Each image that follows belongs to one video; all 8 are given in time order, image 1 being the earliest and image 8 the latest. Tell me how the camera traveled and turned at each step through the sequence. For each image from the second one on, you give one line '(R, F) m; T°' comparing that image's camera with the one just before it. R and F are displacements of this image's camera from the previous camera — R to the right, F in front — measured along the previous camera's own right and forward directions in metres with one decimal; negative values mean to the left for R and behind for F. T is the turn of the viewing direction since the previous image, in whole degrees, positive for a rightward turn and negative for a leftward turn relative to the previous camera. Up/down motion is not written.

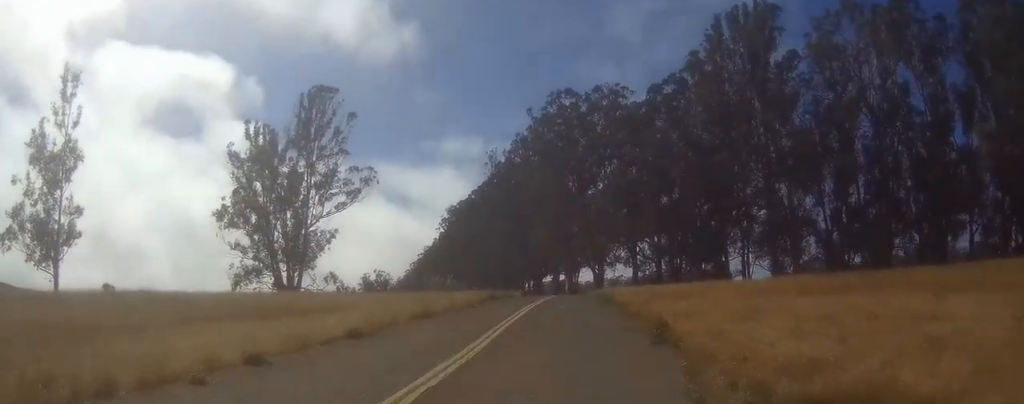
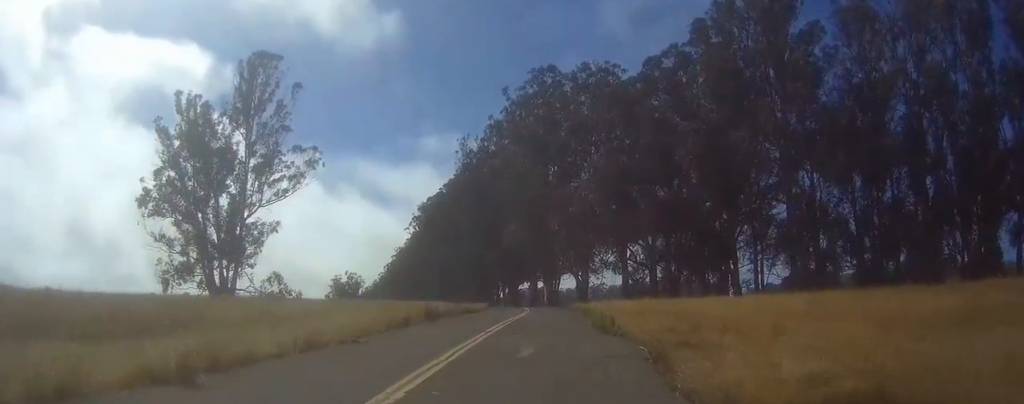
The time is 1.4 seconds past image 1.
(0.0, +14.5) m; 0°
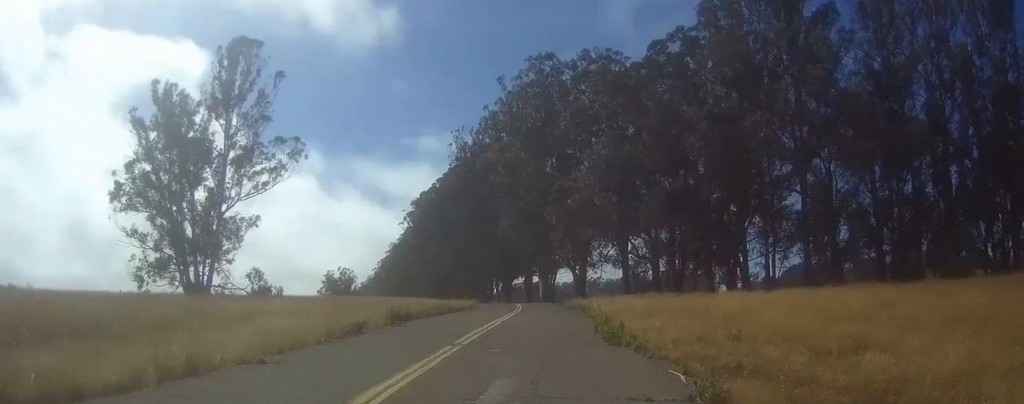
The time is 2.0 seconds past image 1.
(+0.1, +5.3) m; 0°
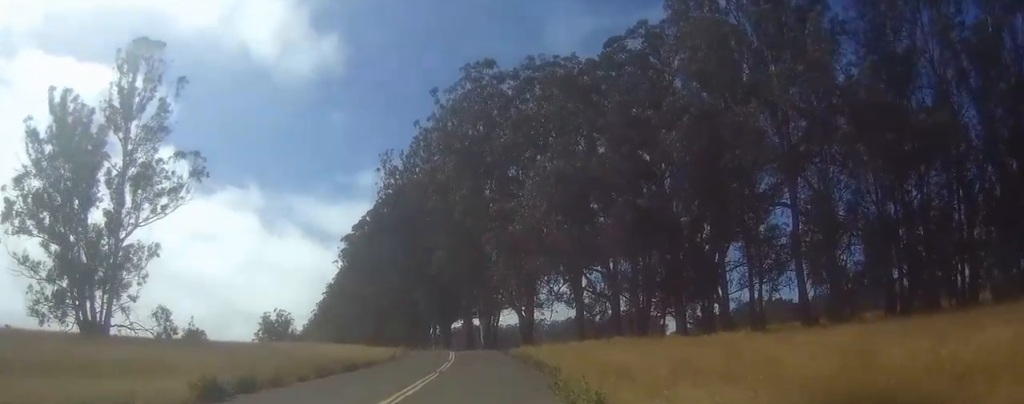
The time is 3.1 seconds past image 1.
(-0.2, +11.4) m; -1°
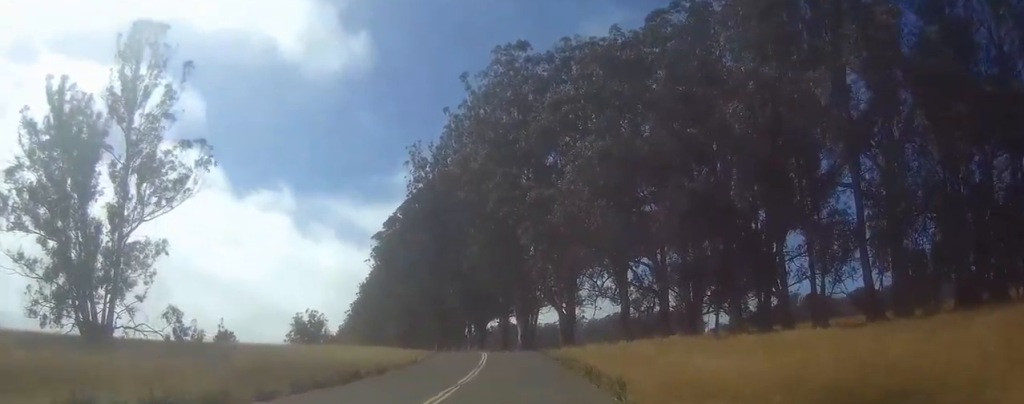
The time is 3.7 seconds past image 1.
(0.0, +5.8) m; 0°
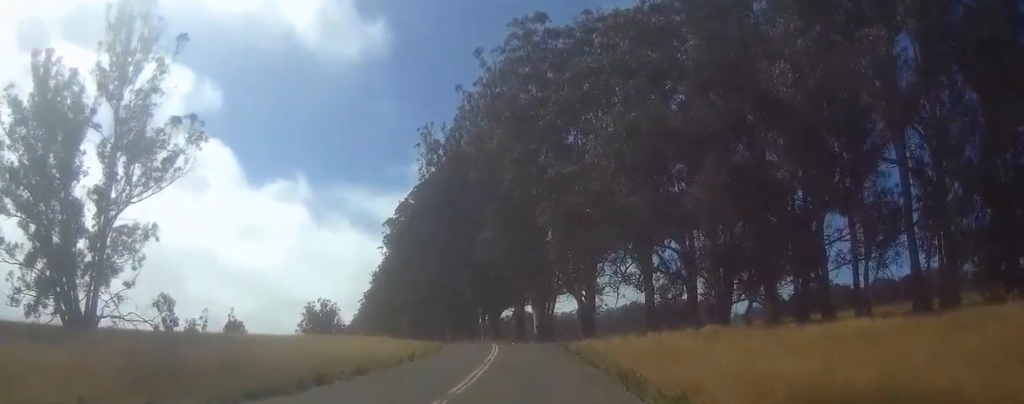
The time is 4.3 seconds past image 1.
(0.0, +5.1) m; 0°
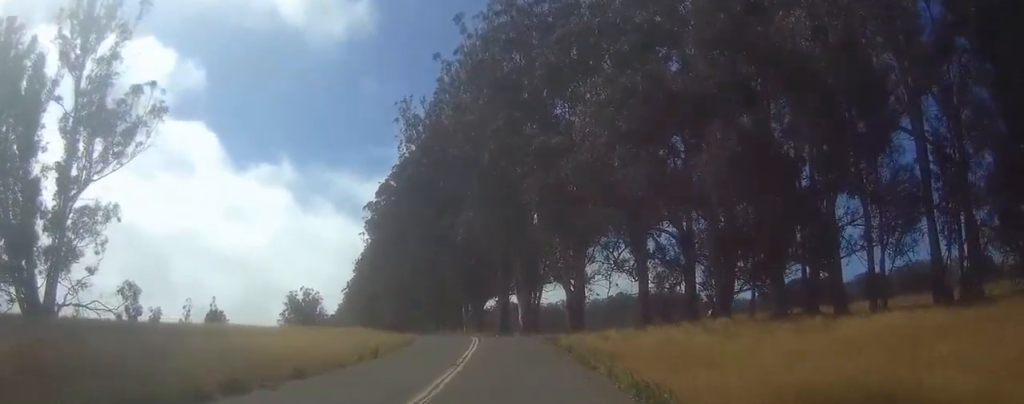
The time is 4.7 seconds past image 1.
(0.0, +4.5) m; -1°
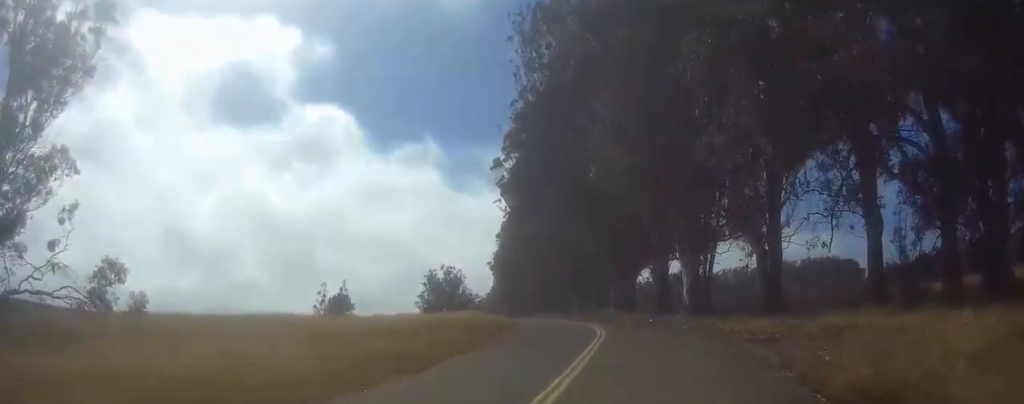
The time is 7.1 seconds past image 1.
(-0.5, +22.9) m; -1°
